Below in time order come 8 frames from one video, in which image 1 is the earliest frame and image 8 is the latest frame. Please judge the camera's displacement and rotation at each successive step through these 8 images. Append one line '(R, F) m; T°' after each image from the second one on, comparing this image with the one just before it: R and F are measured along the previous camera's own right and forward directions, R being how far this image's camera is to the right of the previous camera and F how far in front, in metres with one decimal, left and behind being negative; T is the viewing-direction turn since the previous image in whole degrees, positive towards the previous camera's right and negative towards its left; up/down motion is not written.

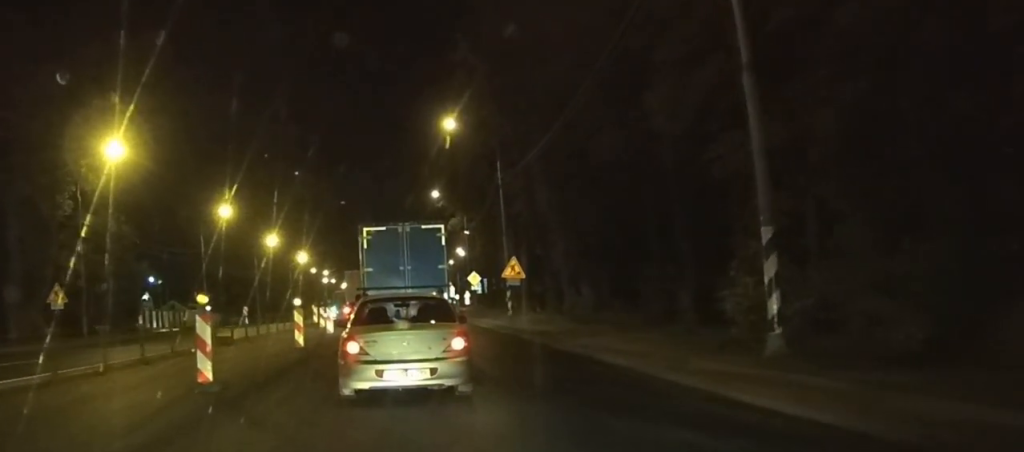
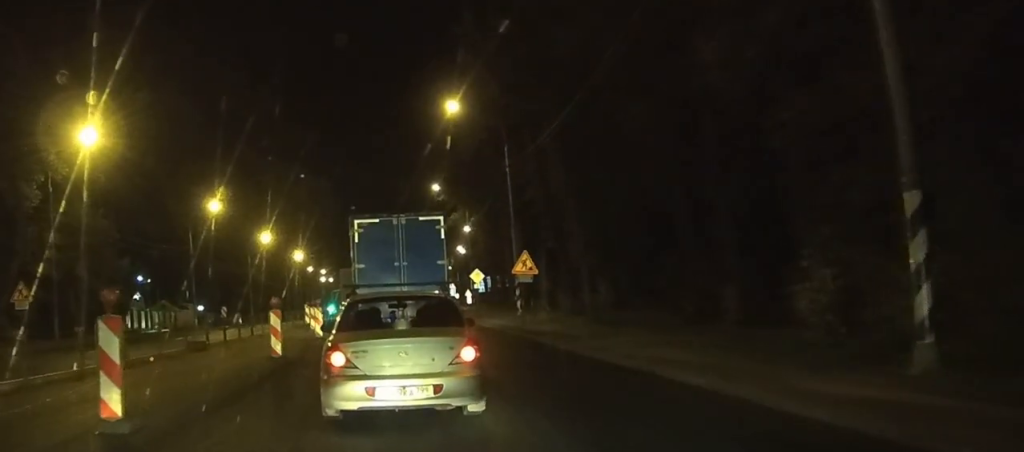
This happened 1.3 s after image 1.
(+0.1, +4.6) m; +2°
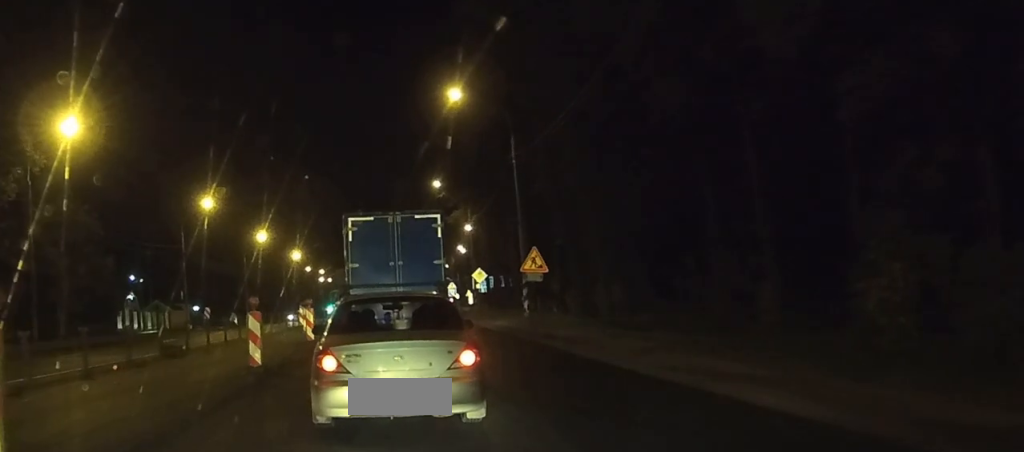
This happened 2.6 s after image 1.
(+0.1, +3.8) m; +2°
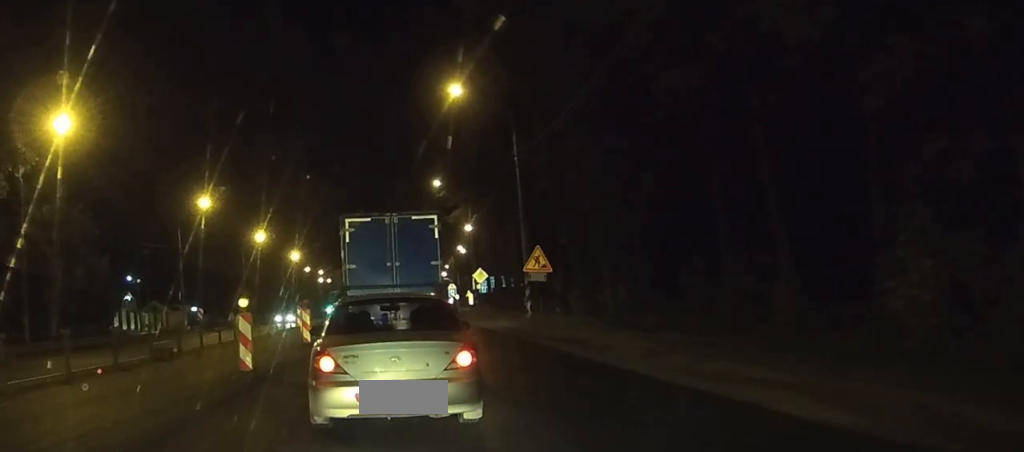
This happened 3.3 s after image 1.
(+0.1, +1.5) m; +1°
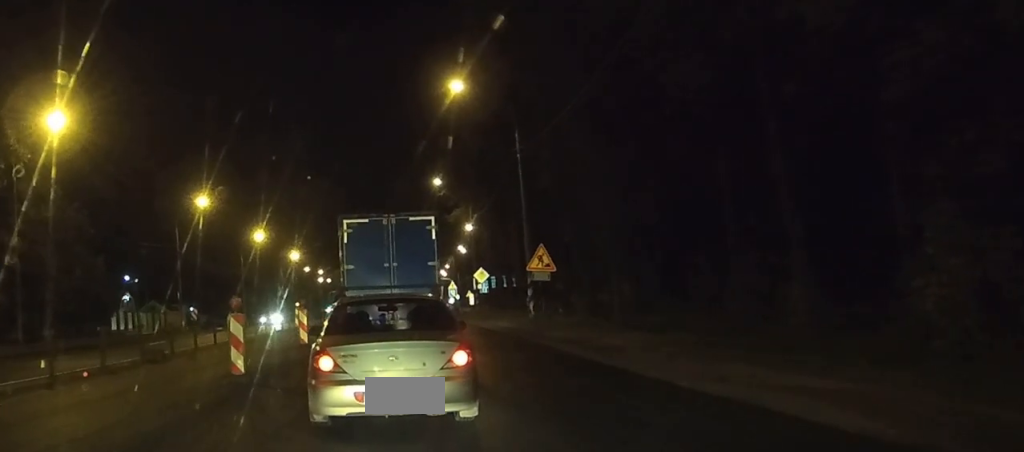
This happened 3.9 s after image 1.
(0.0, +1.4) m; 0°
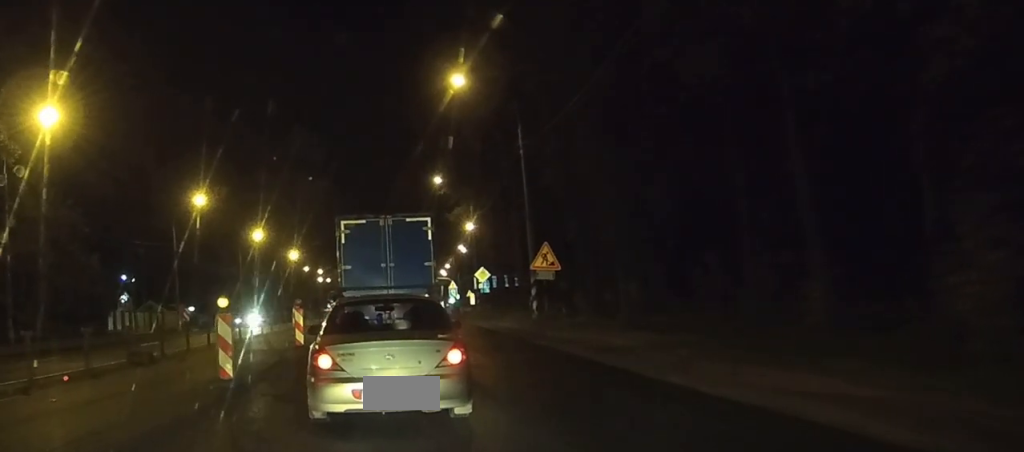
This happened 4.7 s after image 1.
(0.0, +1.5) m; -1°
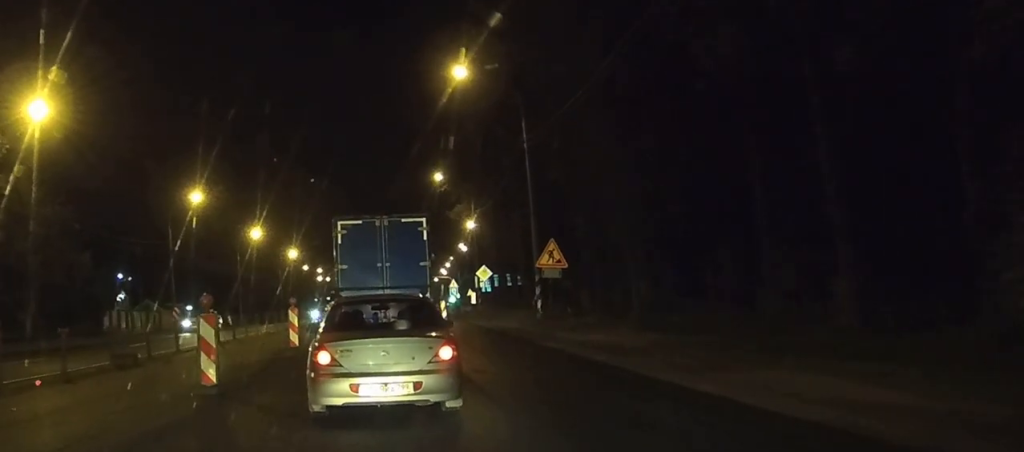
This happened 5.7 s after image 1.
(0.0, +1.7) m; 0°
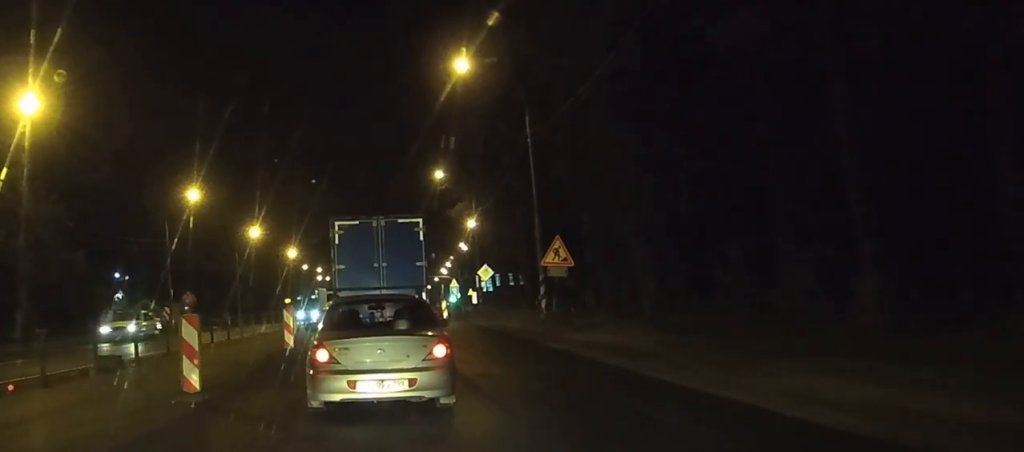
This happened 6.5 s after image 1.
(0.0, +1.2) m; 0°
